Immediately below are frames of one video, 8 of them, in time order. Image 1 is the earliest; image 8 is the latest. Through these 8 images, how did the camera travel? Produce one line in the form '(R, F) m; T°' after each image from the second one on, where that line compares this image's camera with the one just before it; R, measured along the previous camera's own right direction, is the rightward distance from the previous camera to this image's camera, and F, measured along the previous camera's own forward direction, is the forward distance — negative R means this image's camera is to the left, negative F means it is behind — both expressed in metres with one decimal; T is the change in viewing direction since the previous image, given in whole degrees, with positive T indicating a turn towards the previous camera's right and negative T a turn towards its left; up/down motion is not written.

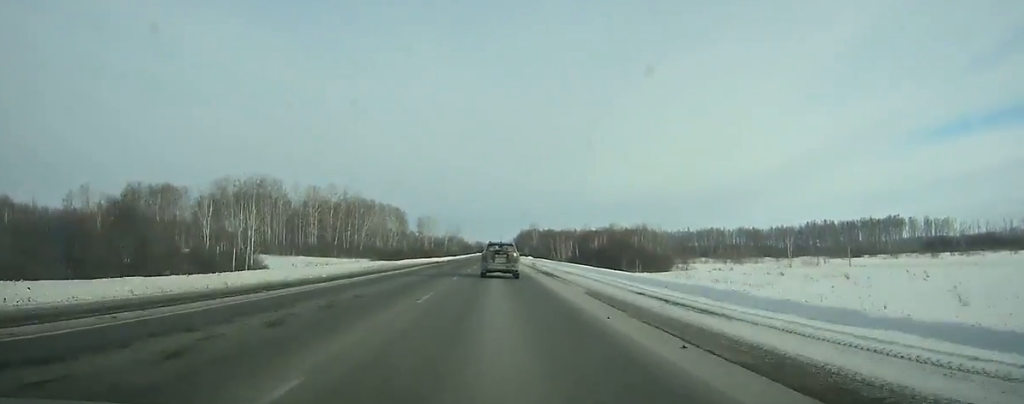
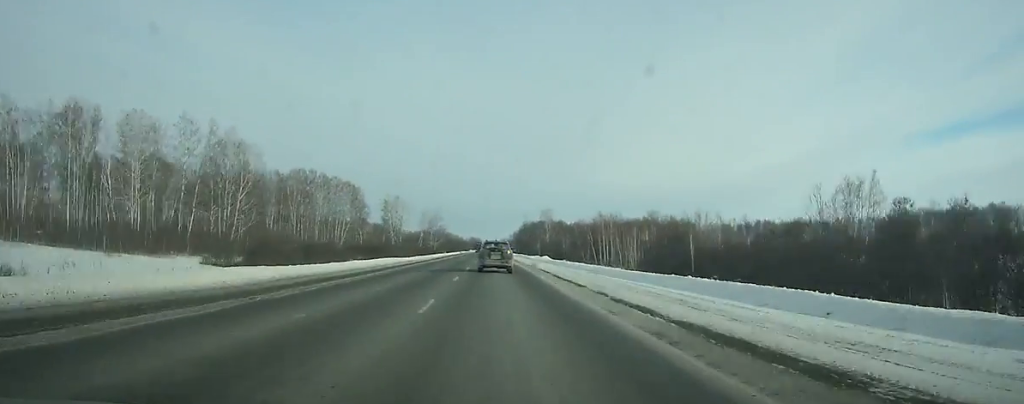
(-0.1, +98.0) m; 0°
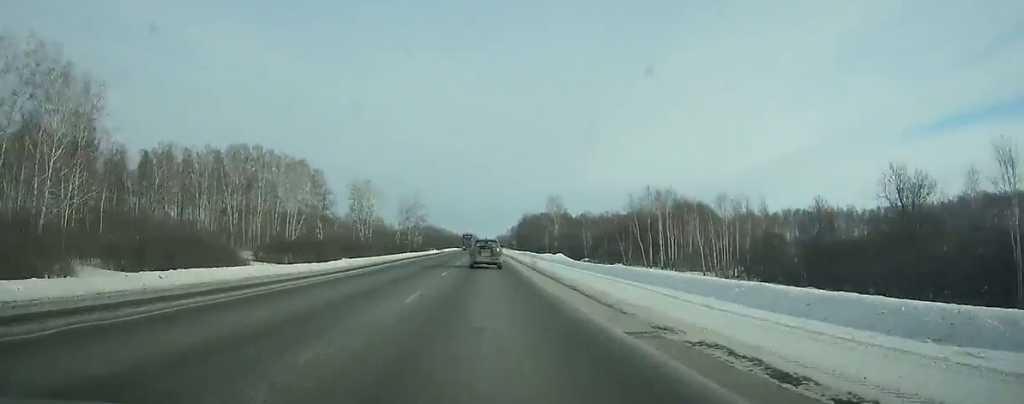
(+0.1, +46.5) m; 0°
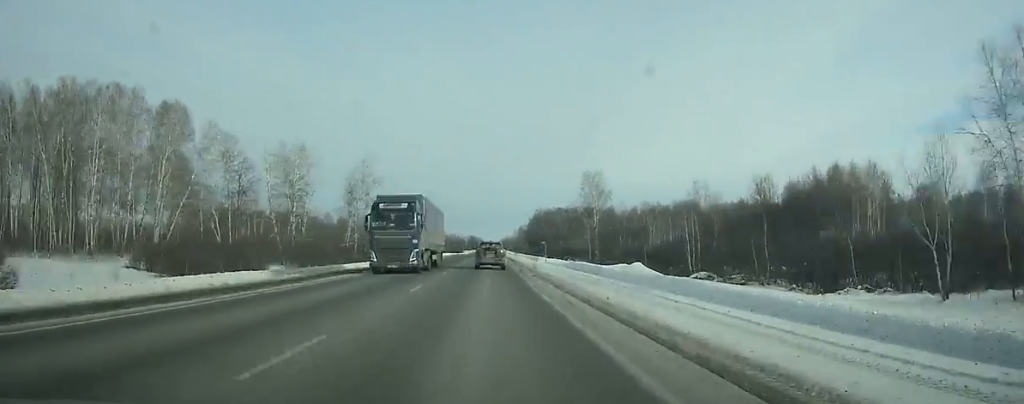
(-0.1, +68.6) m; 0°
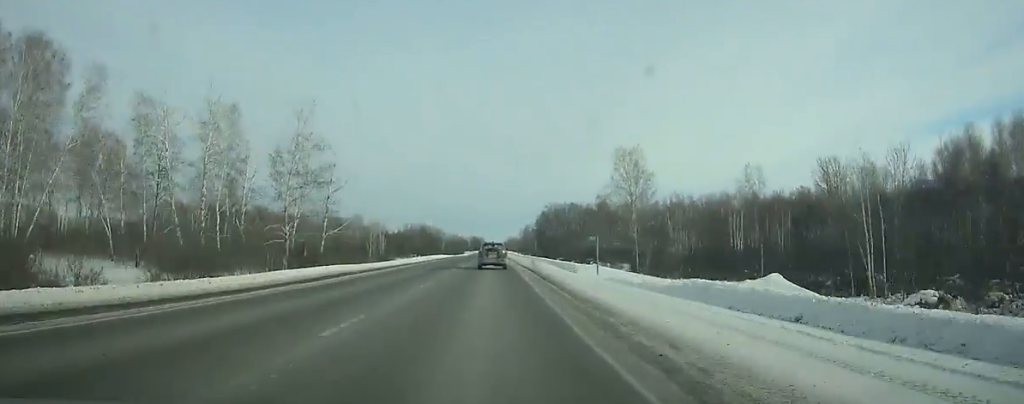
(0.0, +33.1) m; 0°
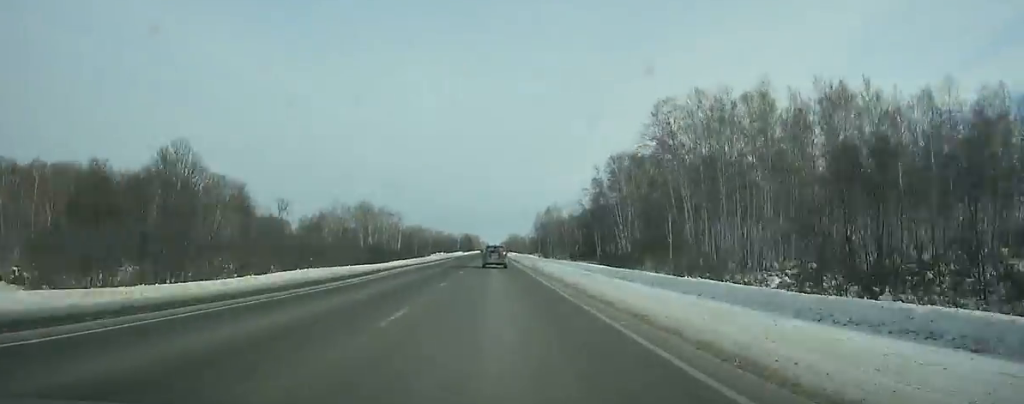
(+0.3, +178.9) m; 0°
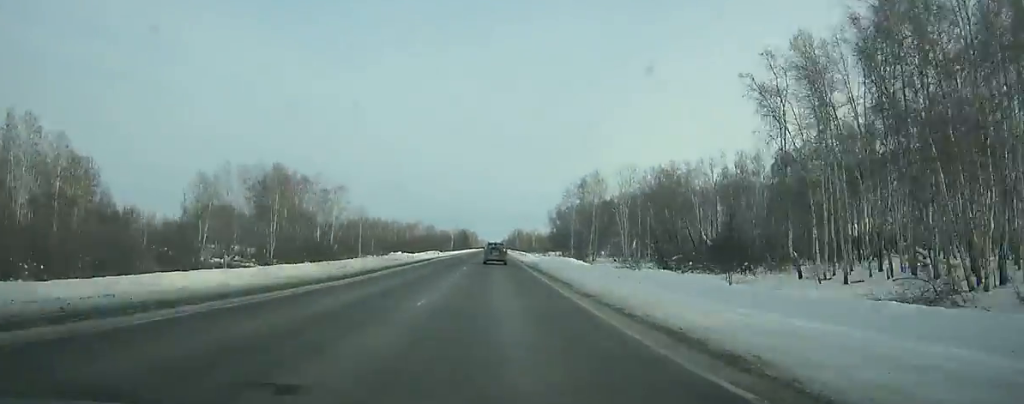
(0.0, +93.8) m; 0°
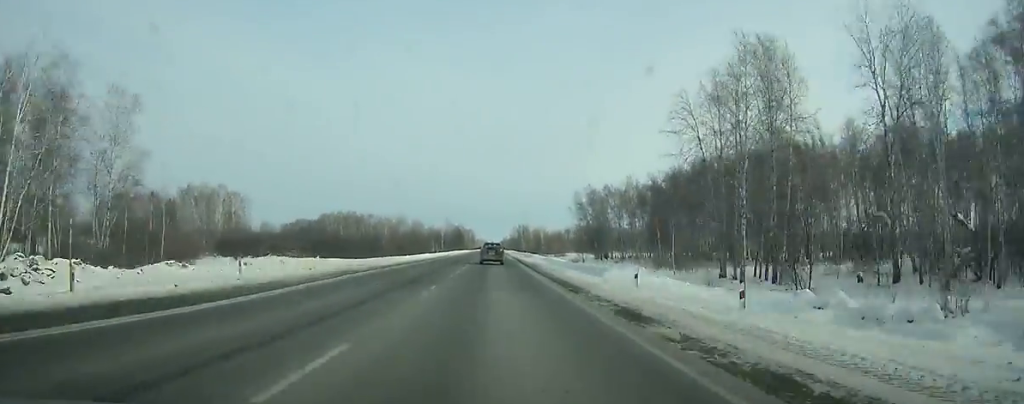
(0.0, +91.5) m; 0°
